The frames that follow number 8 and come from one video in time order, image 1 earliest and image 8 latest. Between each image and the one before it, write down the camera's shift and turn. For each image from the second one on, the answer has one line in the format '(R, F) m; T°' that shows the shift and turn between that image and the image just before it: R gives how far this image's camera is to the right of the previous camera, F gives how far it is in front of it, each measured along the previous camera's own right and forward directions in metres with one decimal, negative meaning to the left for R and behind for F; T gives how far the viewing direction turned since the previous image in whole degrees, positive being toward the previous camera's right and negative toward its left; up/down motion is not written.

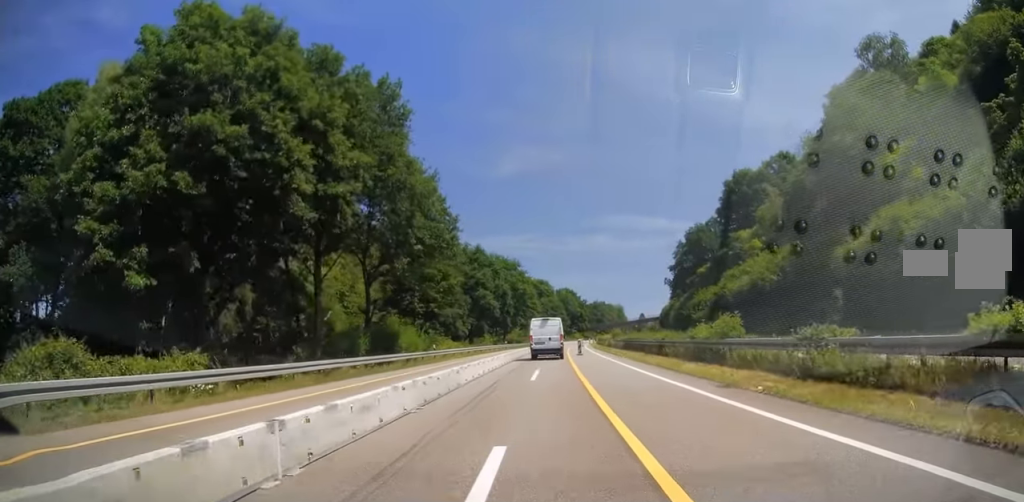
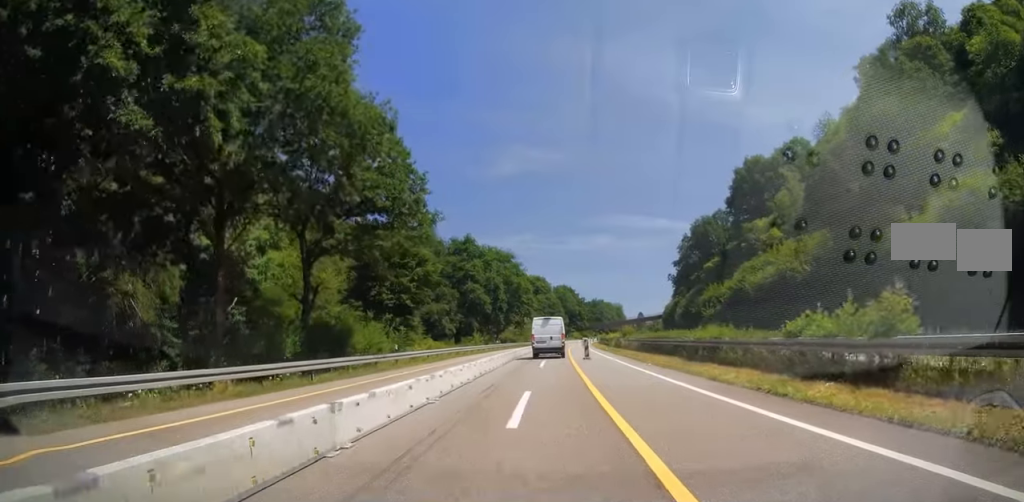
(0.0, +10.4) m; 0°
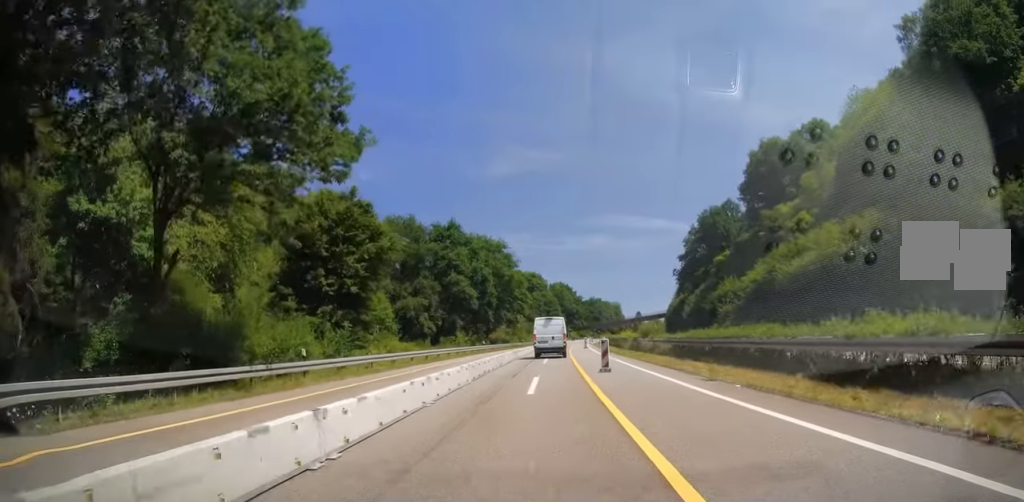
(0.0, +12.6) m; 0°
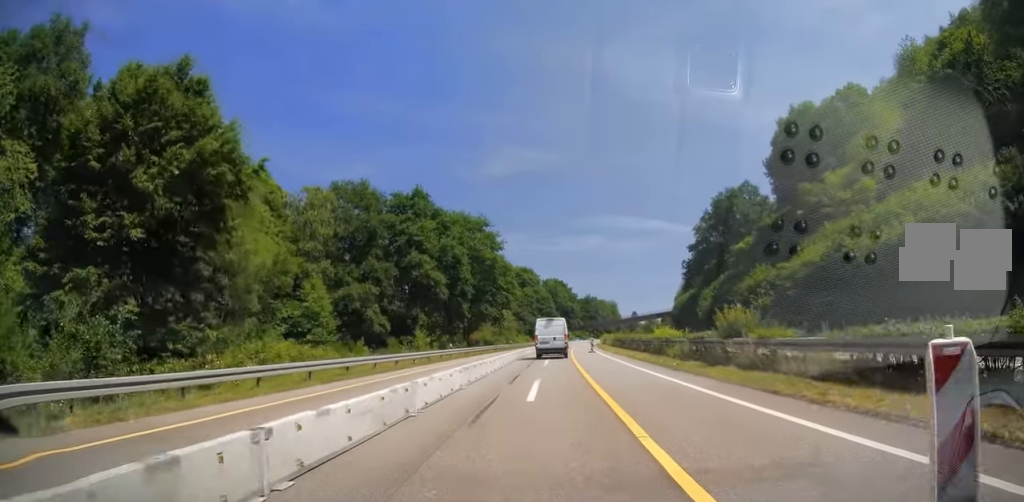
(0.0, +19.4) m; +2°
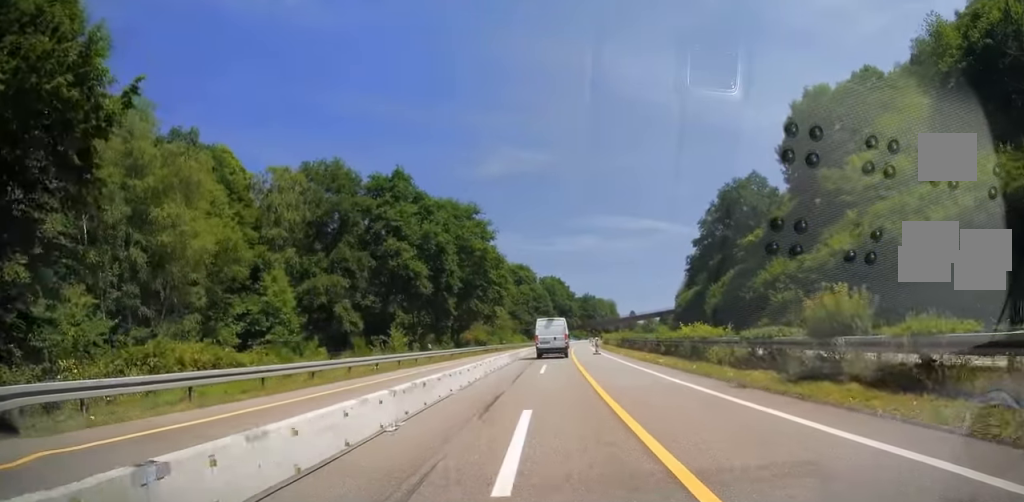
(+0.1, +7.7) m; 0°
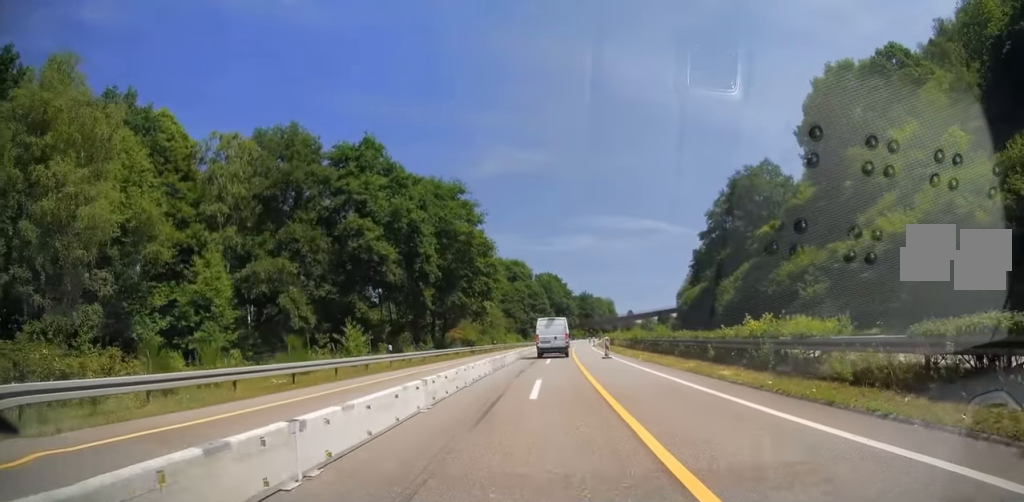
(+0.3, +9.7) m; 0°
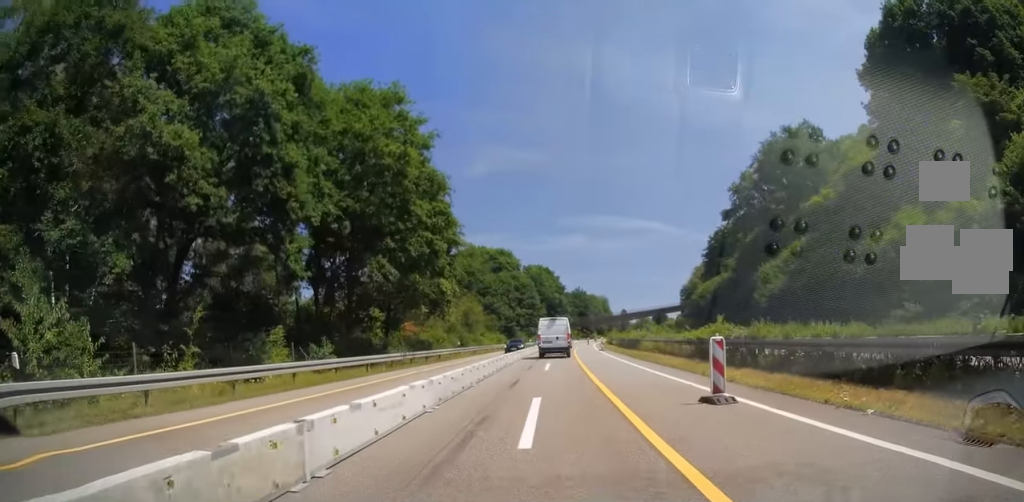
(-0.3, +23.9) m; 0°
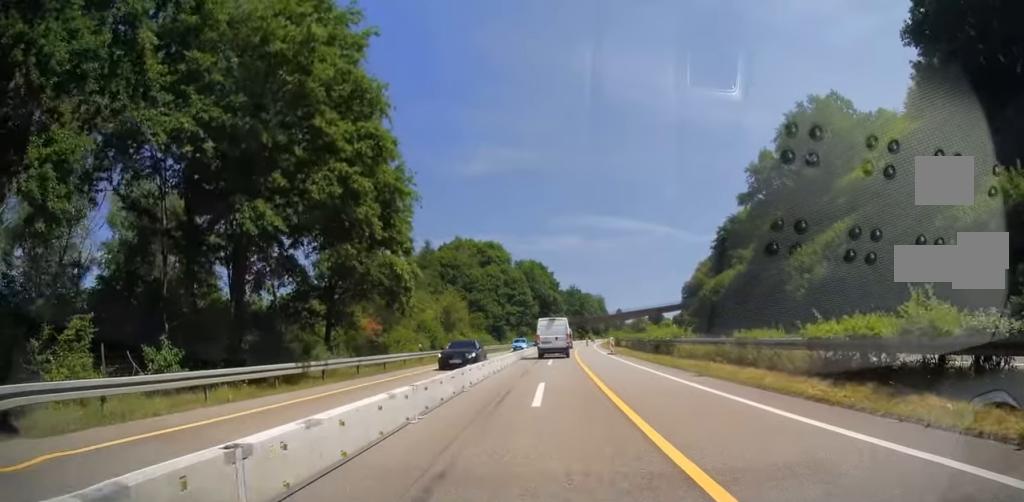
(+0.3, +13.4) m; +1°
